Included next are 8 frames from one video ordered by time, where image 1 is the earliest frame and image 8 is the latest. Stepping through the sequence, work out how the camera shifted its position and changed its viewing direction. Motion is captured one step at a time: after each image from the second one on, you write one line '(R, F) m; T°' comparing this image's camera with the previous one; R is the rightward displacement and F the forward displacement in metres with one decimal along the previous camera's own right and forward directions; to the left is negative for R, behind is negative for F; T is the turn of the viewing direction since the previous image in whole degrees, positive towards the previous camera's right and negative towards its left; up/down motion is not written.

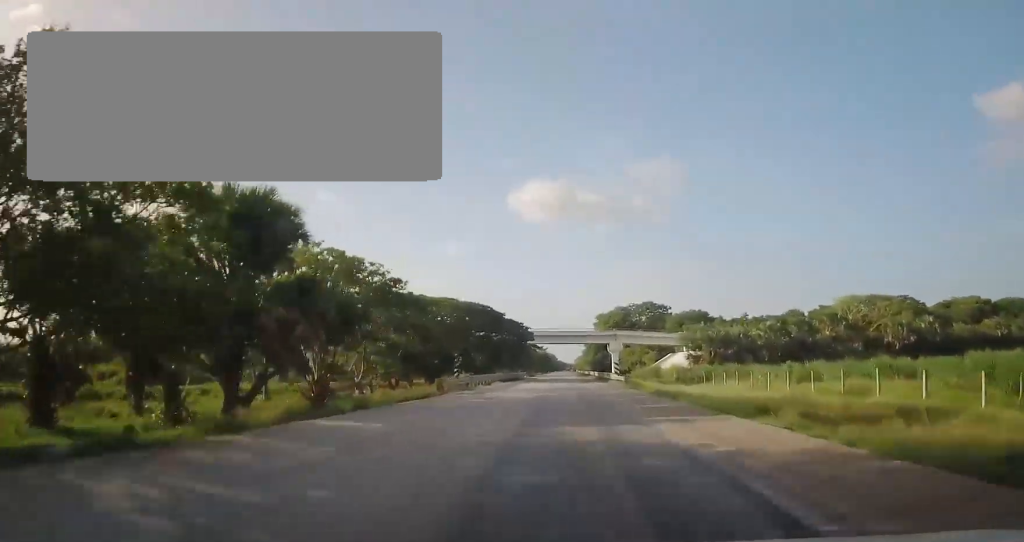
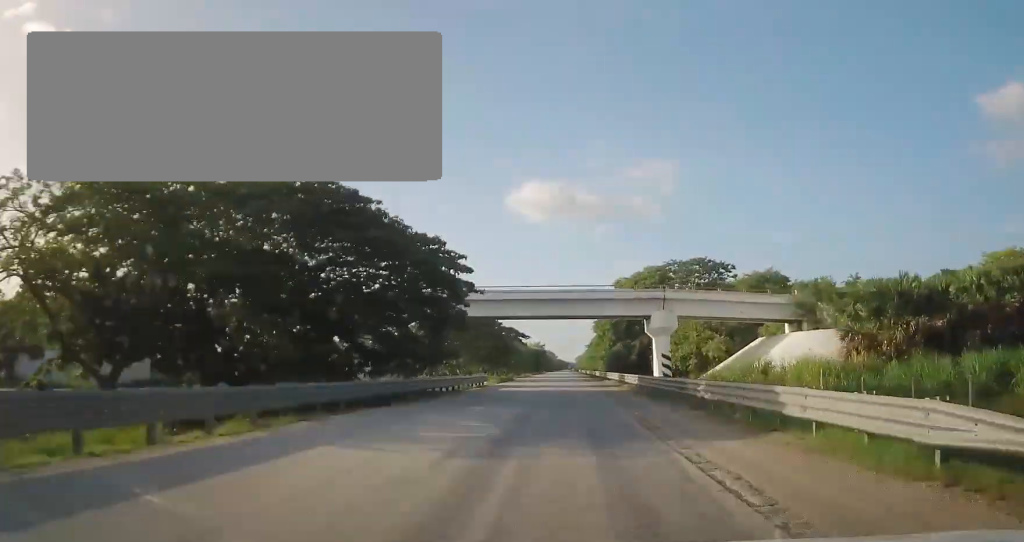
(+0.1, +47.9) m; 0°
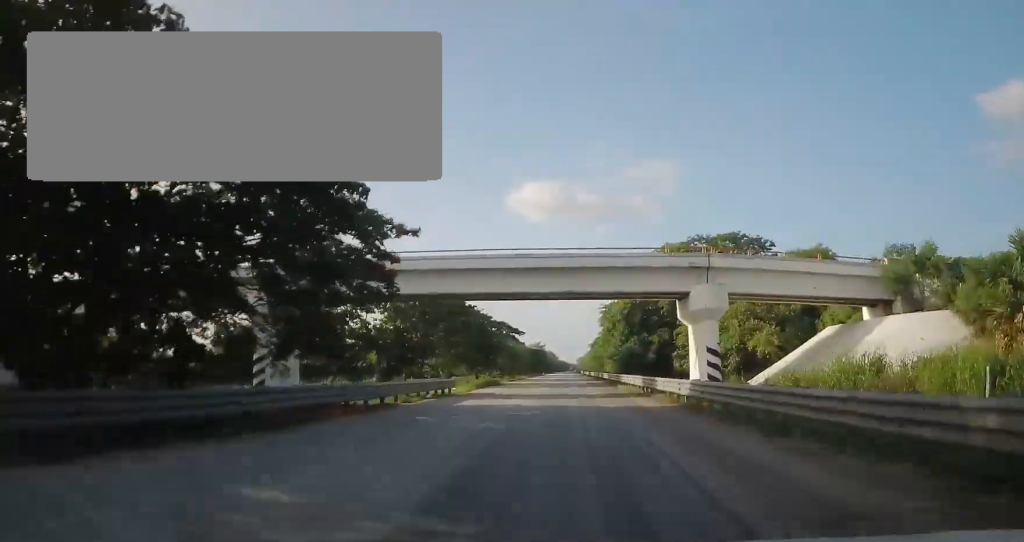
(0.0, +14.8) m; 0°
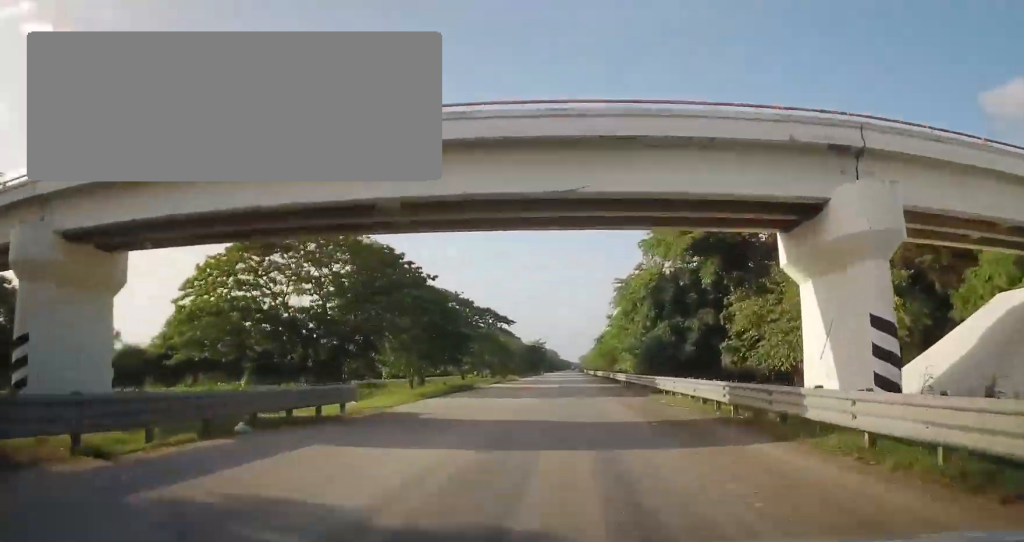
(-0.2, +17.7) m; -1°
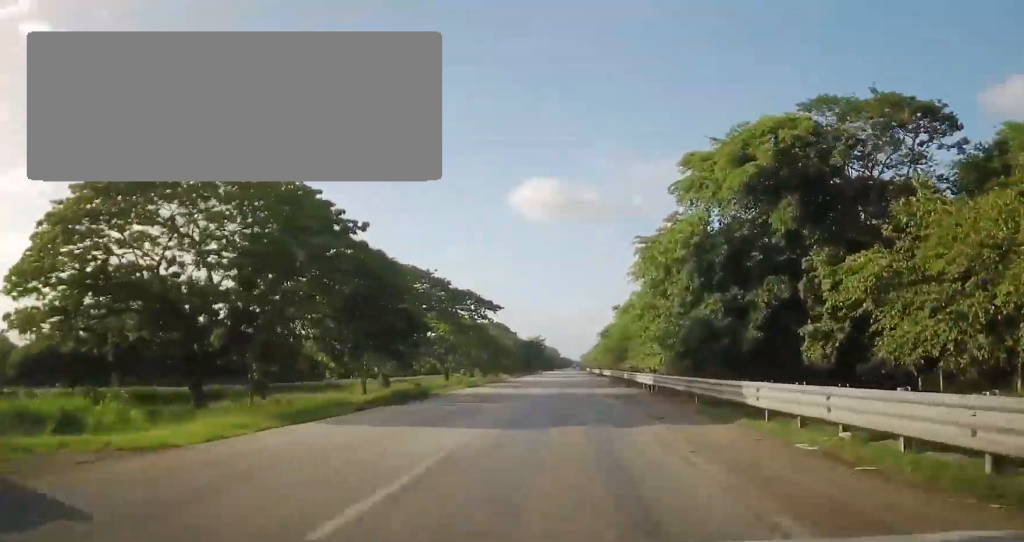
(0.0, +14.2) m; 0°
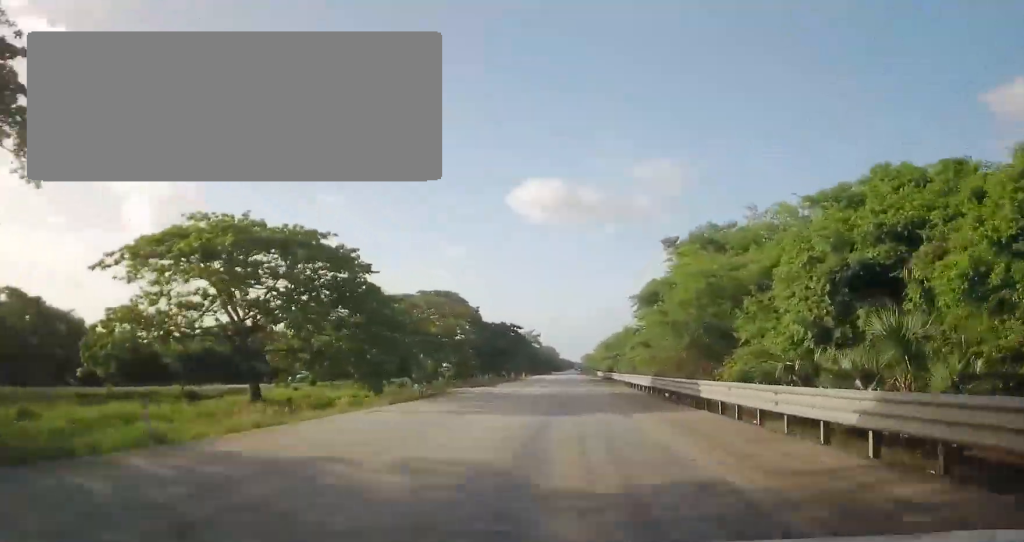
(+0.7, +53.9) m; +1°
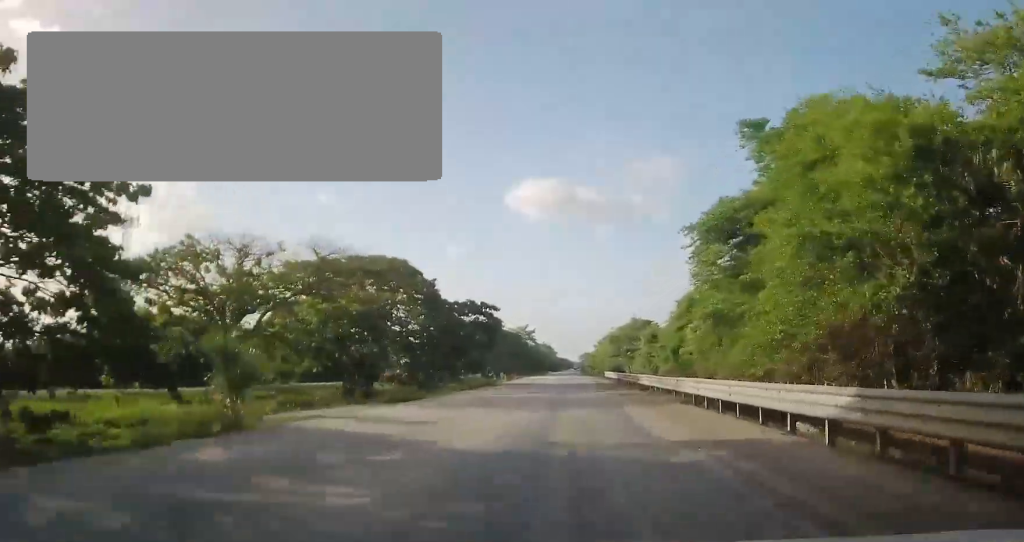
(-0.4, +23.0) m; 0°
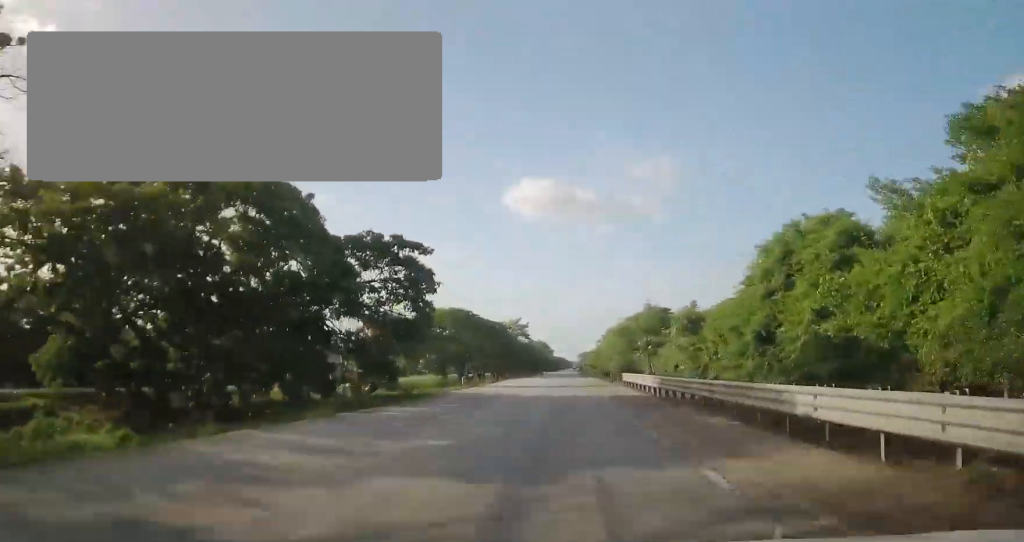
(+0.4, +25.1) m; 0°
